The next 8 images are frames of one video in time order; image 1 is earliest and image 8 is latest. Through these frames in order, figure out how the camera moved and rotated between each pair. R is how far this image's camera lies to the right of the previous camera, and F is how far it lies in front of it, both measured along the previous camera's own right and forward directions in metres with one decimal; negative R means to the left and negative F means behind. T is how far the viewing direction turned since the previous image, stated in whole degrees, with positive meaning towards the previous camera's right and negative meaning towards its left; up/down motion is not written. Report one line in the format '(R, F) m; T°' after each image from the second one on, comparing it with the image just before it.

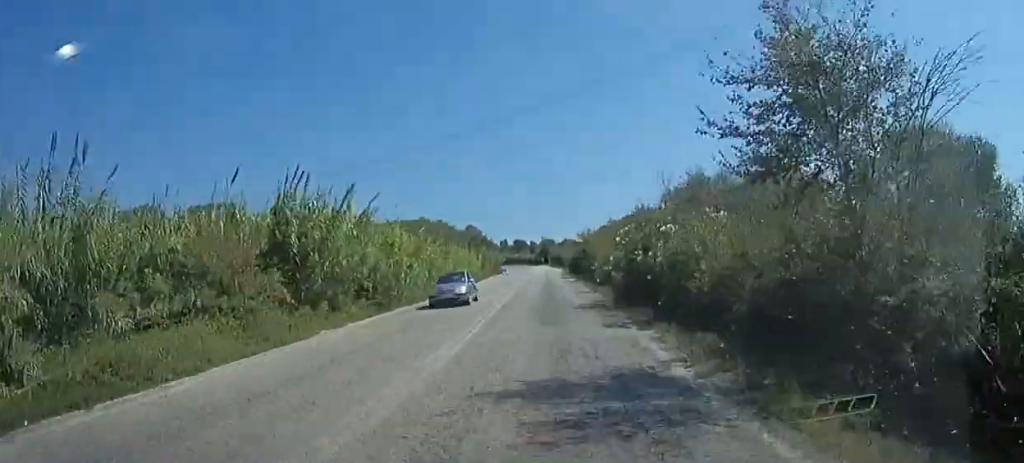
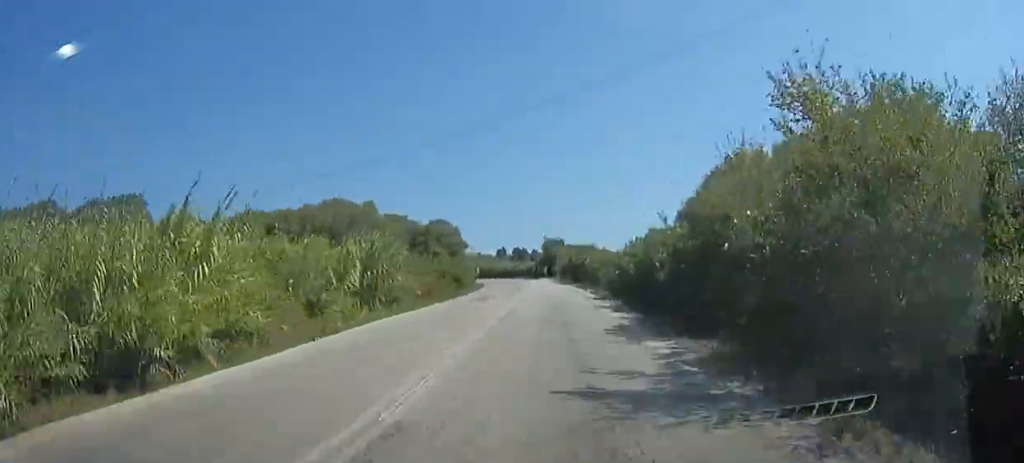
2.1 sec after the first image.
(0.0, +35.6) m; 0°
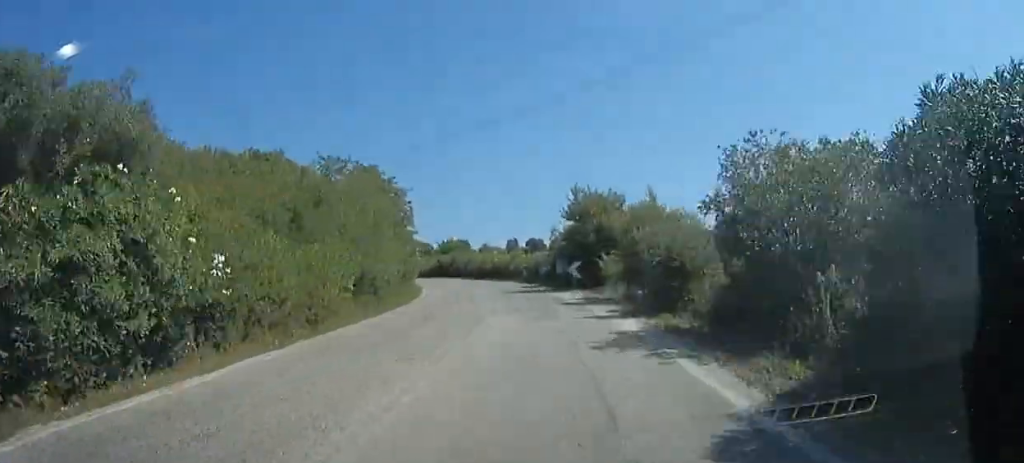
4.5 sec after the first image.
(+0.1, +40.7) m; -3°
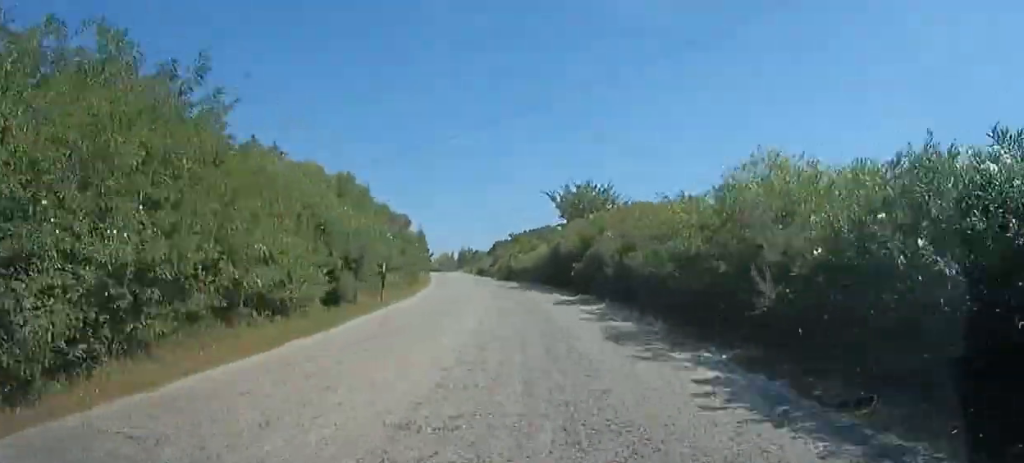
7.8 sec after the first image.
(-4.0, +54.2) m; -8°
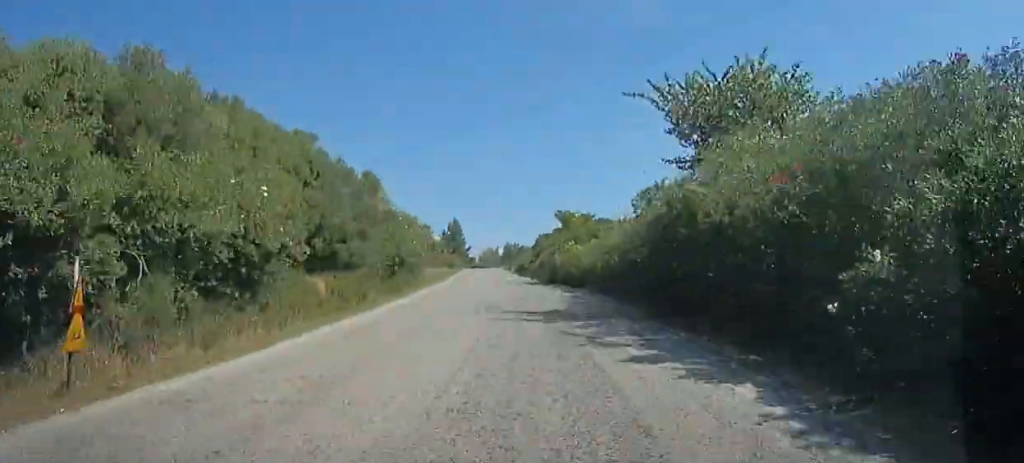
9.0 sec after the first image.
(+1.5, +18.0) m; -7°
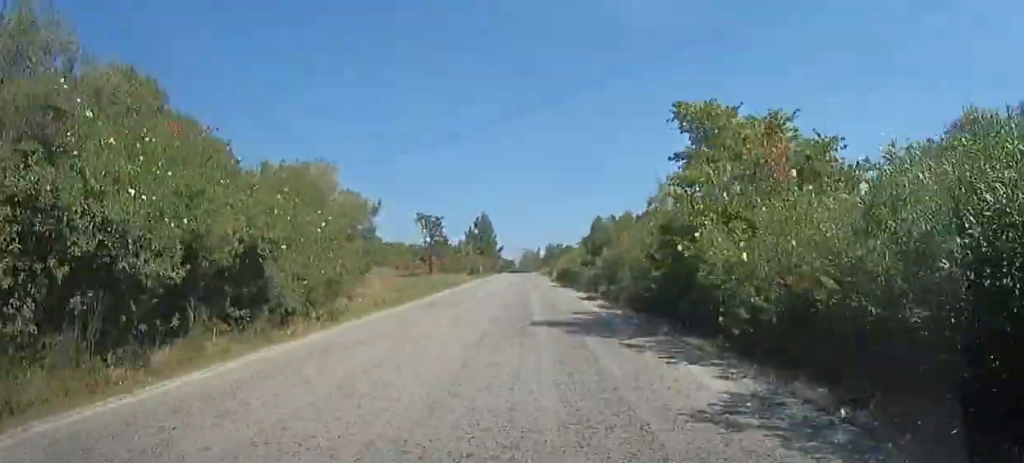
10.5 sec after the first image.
(-3.4, +24.6) m; -10°
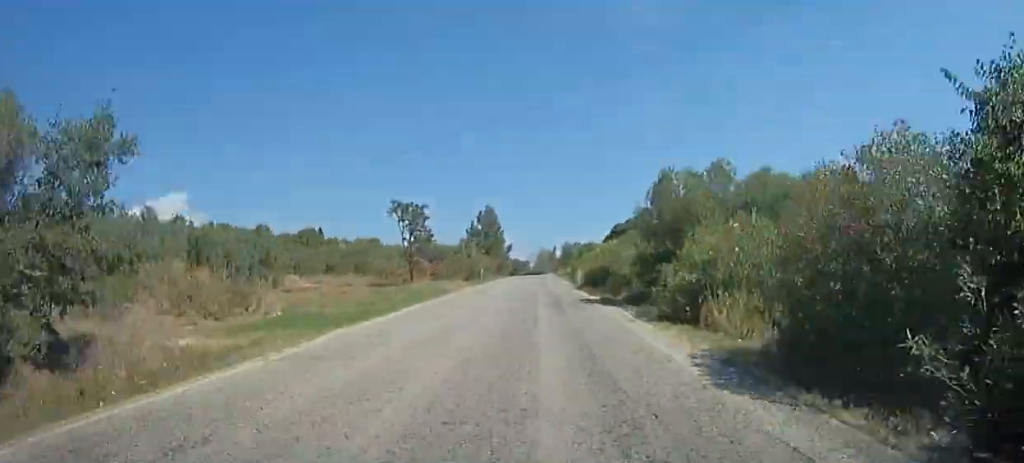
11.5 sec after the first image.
(-1.6, +17.8) m; -7°
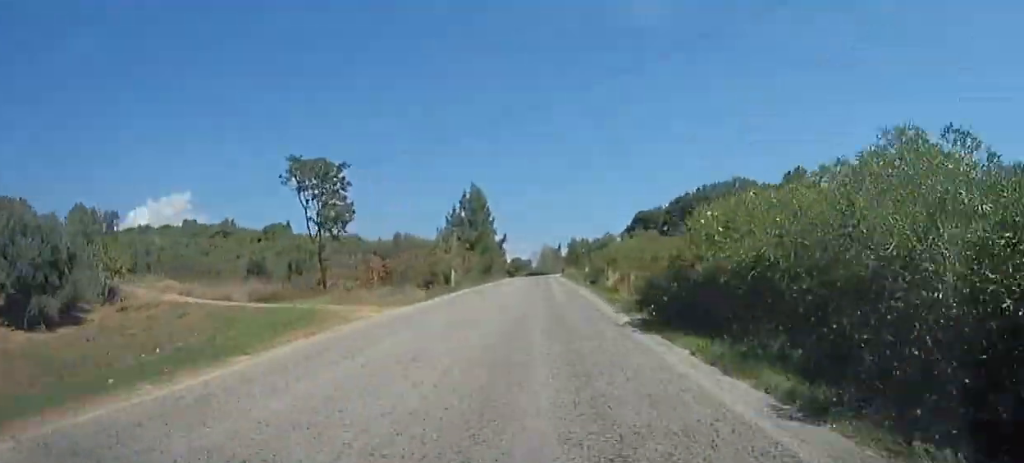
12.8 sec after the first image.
(-0.6, +29.5) m; -1°
